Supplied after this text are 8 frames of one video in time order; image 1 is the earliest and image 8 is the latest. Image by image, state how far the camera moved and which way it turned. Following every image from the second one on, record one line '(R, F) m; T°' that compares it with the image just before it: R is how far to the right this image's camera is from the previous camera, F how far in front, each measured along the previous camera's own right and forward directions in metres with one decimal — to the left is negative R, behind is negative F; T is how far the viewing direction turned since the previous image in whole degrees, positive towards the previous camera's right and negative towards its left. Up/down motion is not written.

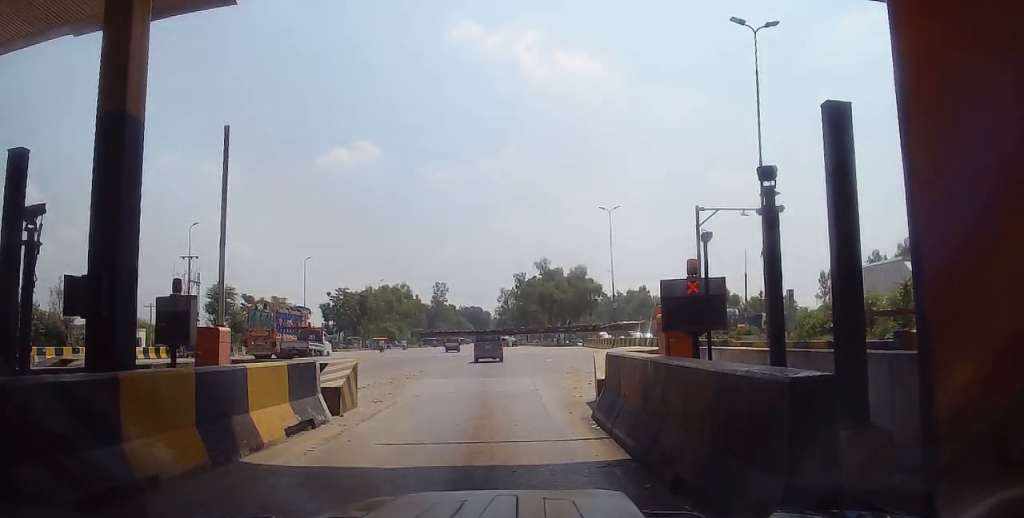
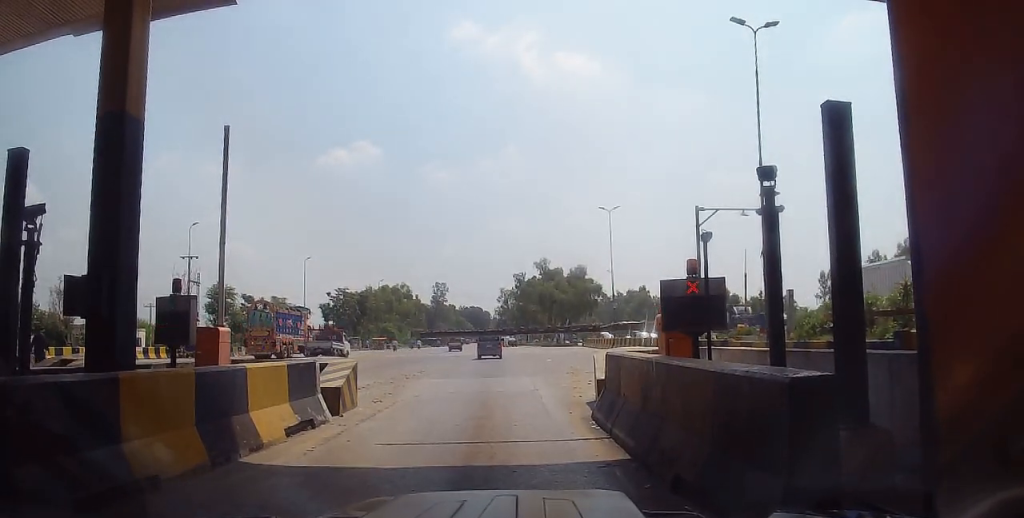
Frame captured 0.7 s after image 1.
(0.0, 0.0) m; 0°
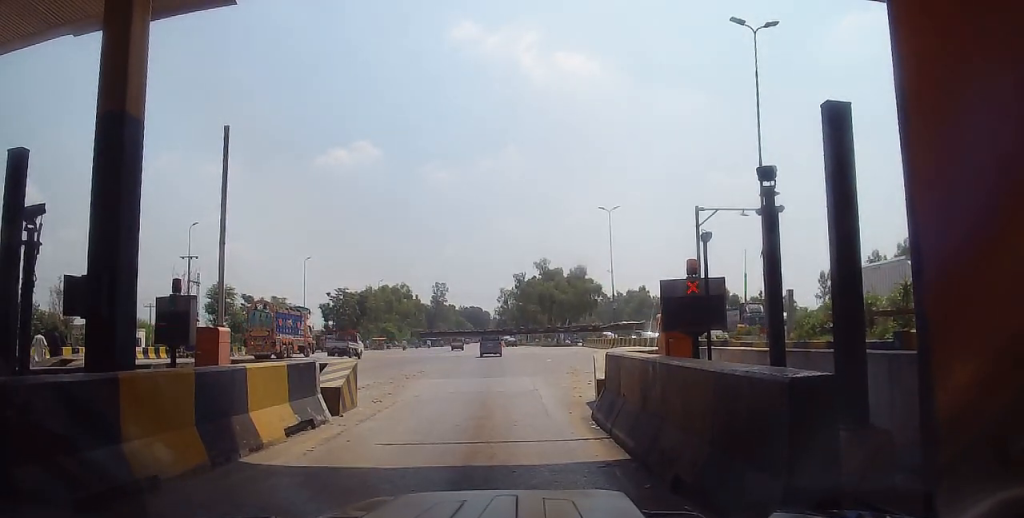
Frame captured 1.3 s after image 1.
(0.0, 0.0) m; 0°
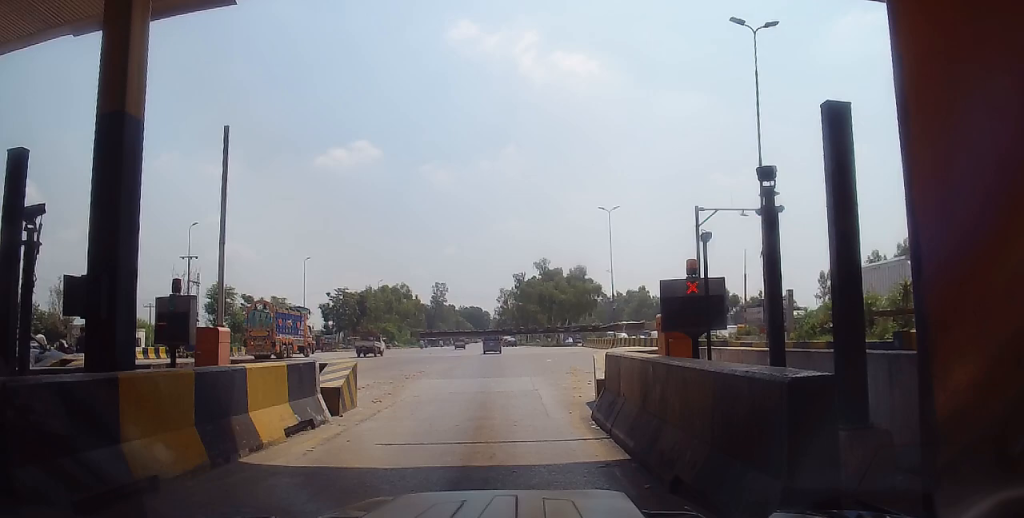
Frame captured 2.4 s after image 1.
(0.0, 0.0) m; 0°
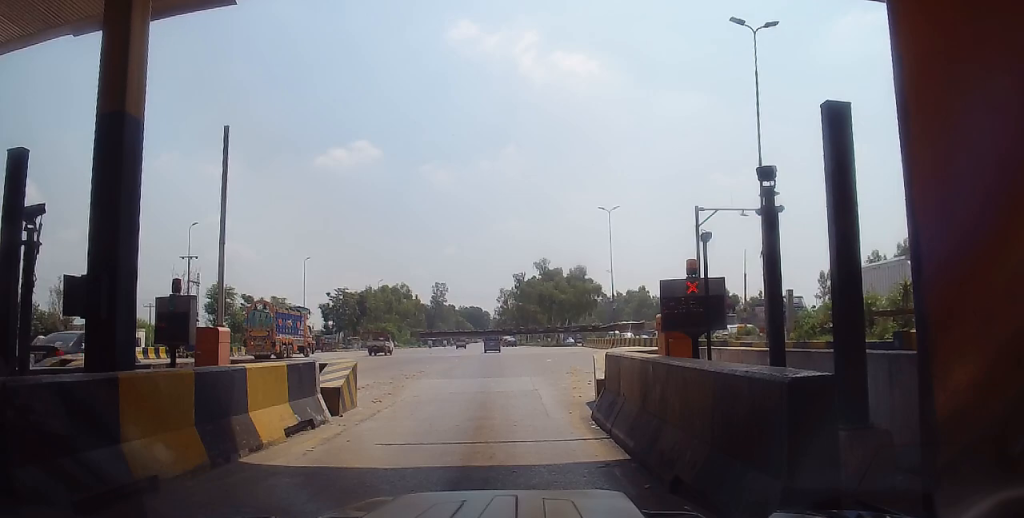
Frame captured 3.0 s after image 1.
(0.0, 0.0) m; 0°
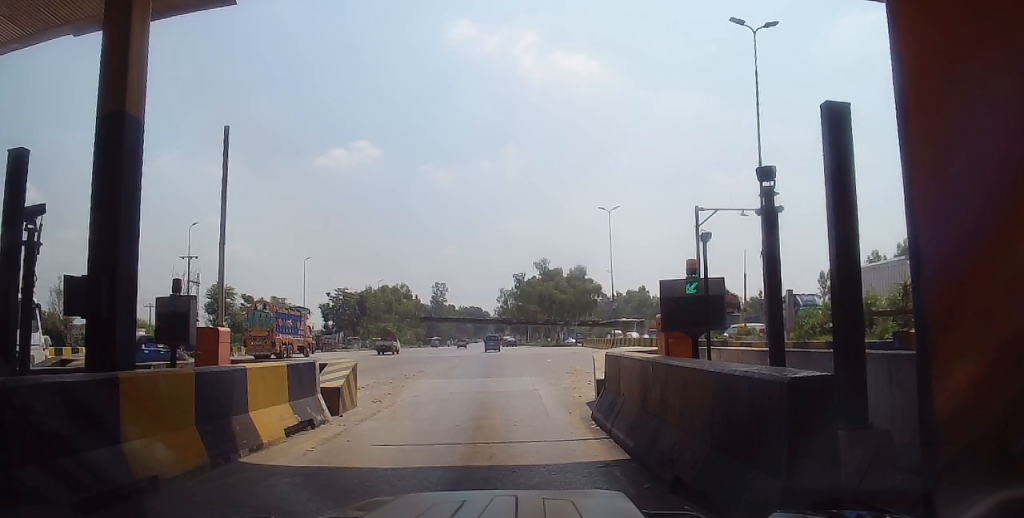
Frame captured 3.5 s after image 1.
(0.0, 0.0) m; 0°
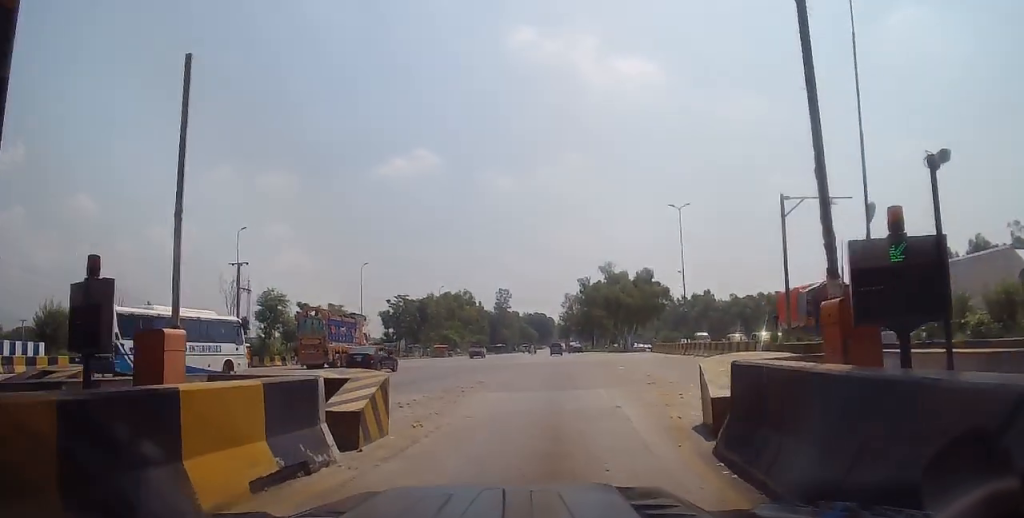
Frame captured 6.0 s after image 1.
(-0.1, +1.7) m; -5°
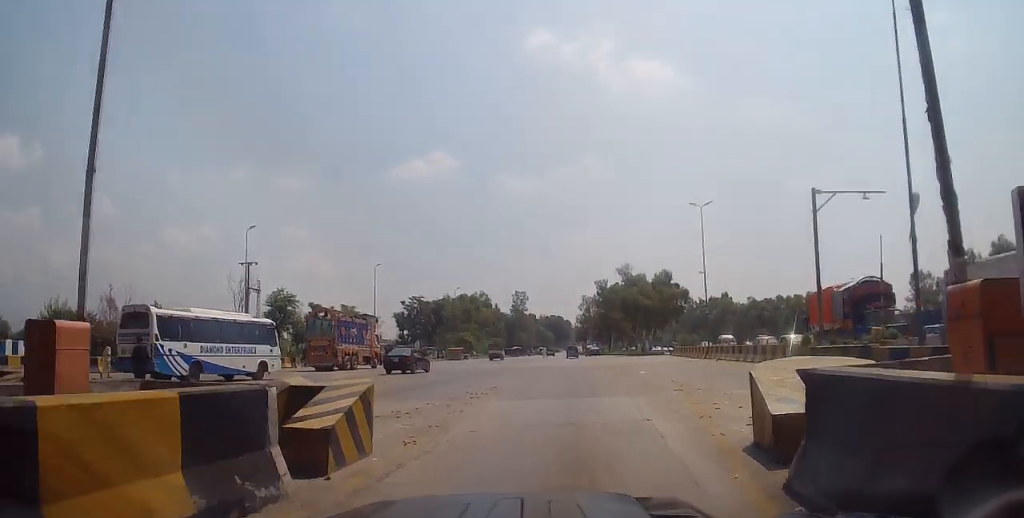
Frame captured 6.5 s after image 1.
(+0.2, +1.1) m; -6°
